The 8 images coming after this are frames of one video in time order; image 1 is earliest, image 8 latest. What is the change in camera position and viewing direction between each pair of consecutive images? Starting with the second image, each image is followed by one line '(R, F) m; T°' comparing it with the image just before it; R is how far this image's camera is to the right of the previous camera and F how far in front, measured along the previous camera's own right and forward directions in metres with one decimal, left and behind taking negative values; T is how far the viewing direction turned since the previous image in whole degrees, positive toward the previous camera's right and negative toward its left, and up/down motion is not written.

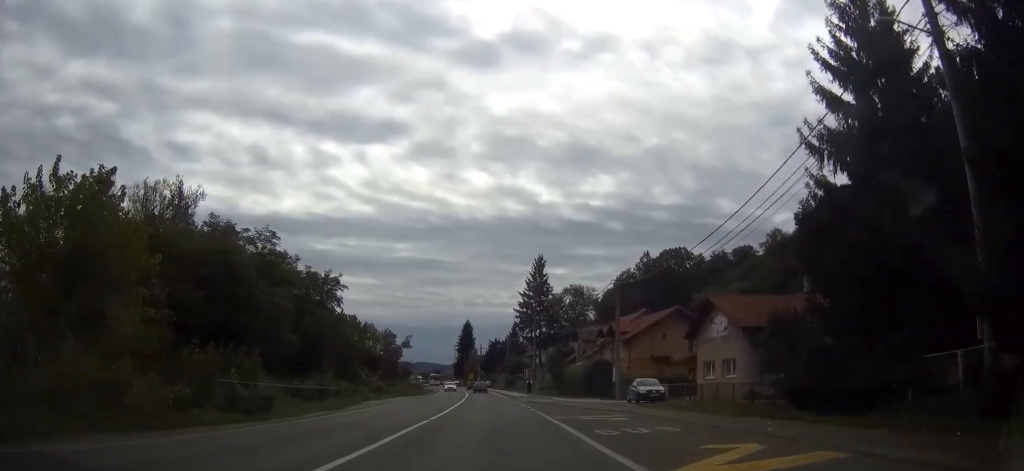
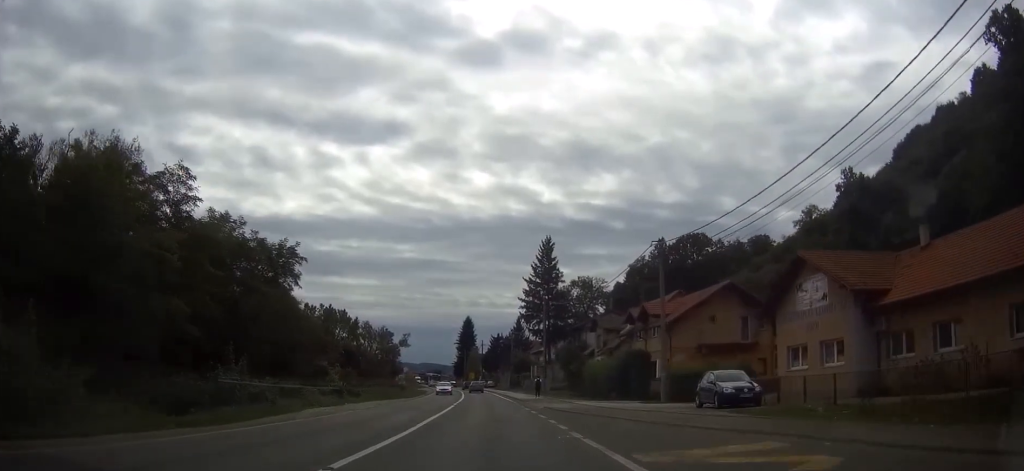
(0.0, +14.1) m; 0°
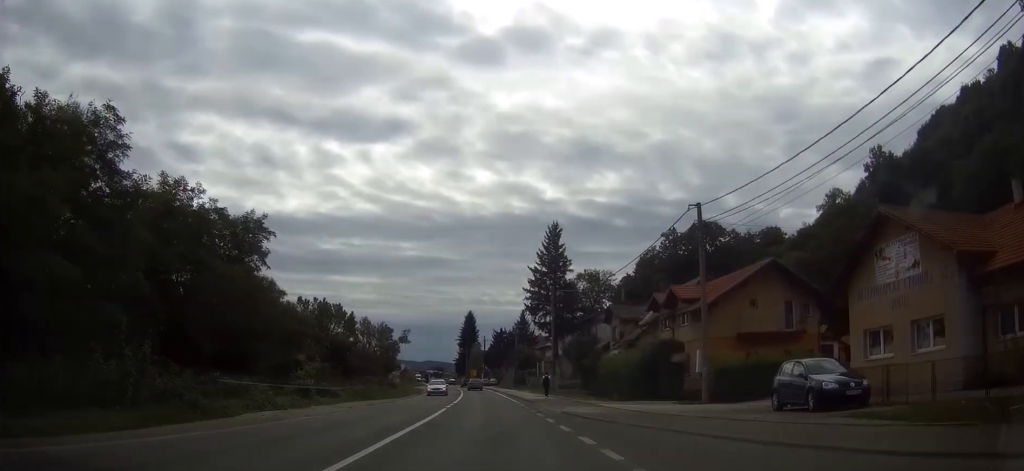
(0.0, +7.7) m; 0°
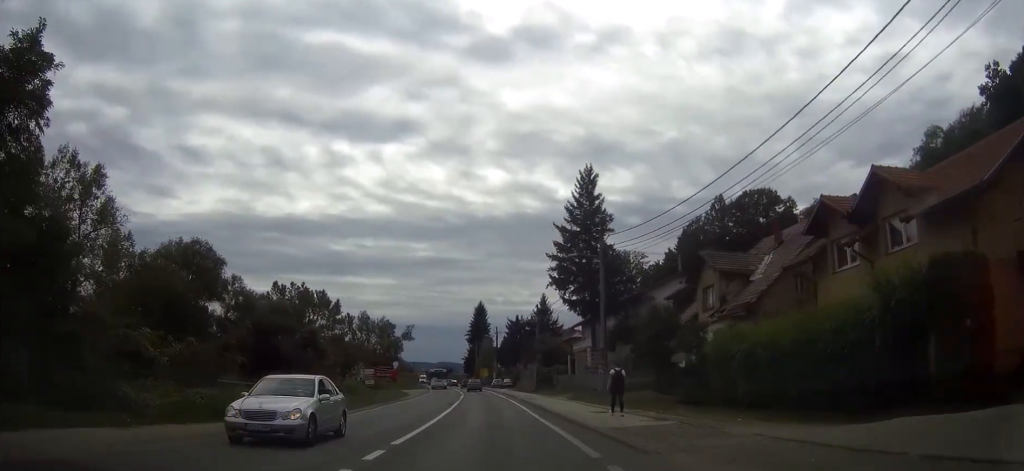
(-0.3, +26.0) m; -1°
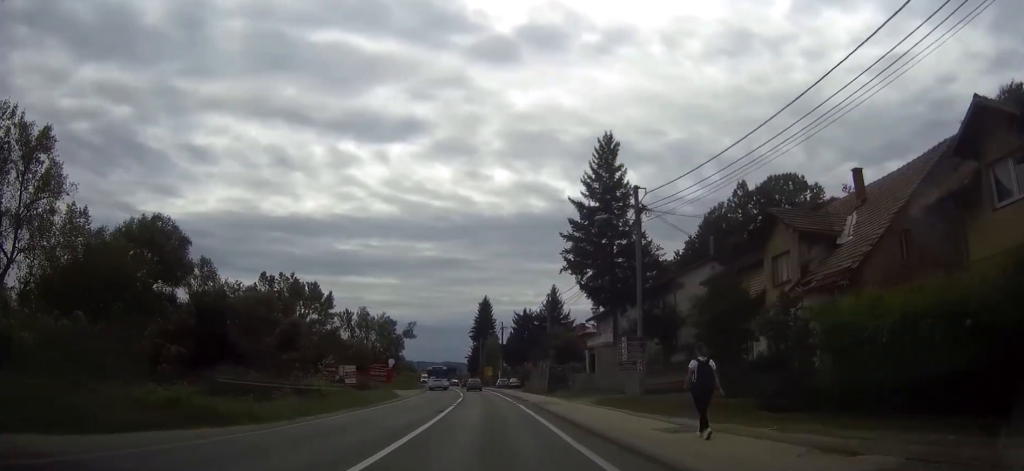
(0.0, +9.3) m; -1°
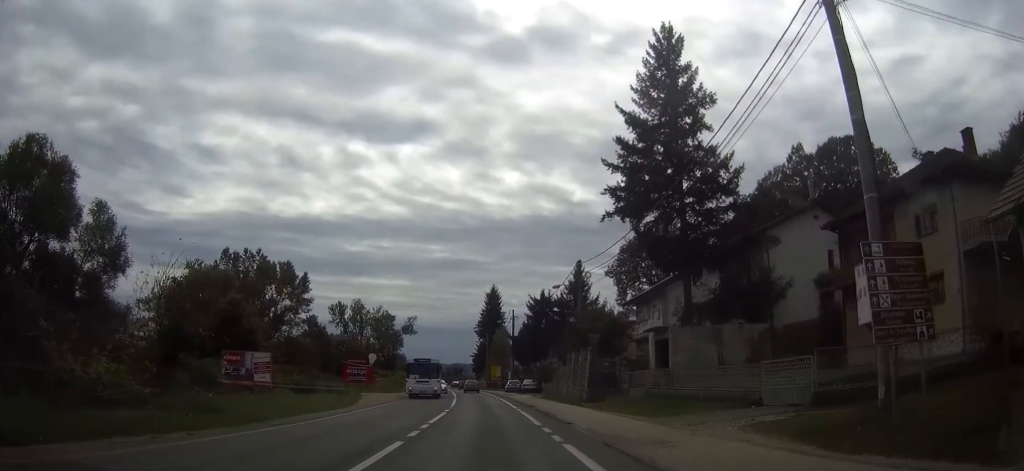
(-0.3, +20.5) m; -1°
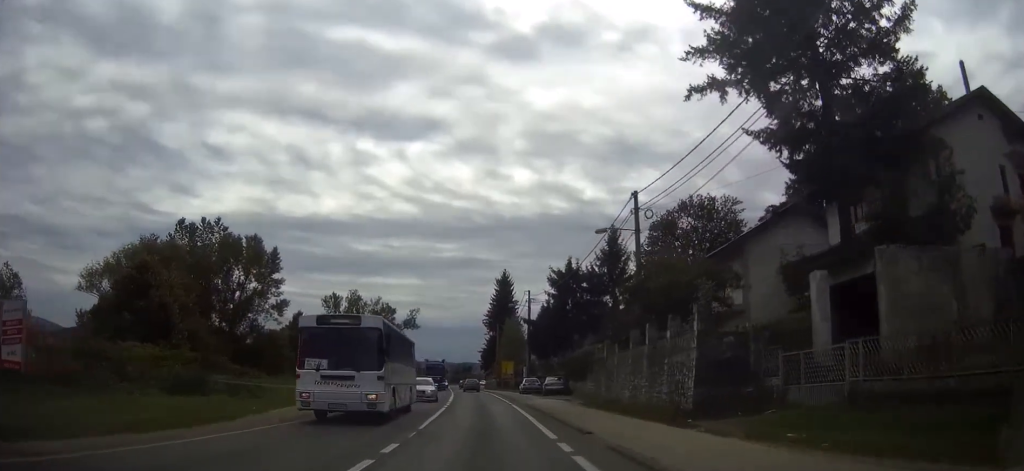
(0.0, +18.5) m; -1°
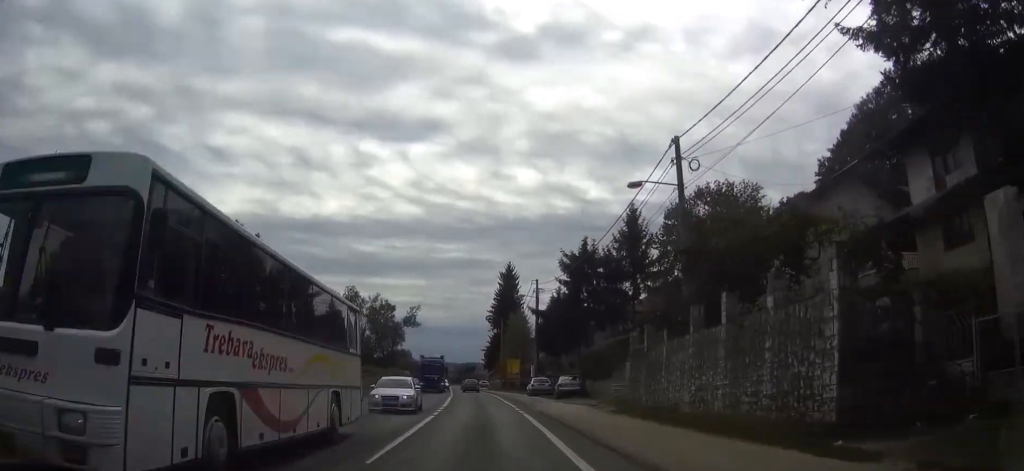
(0.0, +7.9) m; 0°
